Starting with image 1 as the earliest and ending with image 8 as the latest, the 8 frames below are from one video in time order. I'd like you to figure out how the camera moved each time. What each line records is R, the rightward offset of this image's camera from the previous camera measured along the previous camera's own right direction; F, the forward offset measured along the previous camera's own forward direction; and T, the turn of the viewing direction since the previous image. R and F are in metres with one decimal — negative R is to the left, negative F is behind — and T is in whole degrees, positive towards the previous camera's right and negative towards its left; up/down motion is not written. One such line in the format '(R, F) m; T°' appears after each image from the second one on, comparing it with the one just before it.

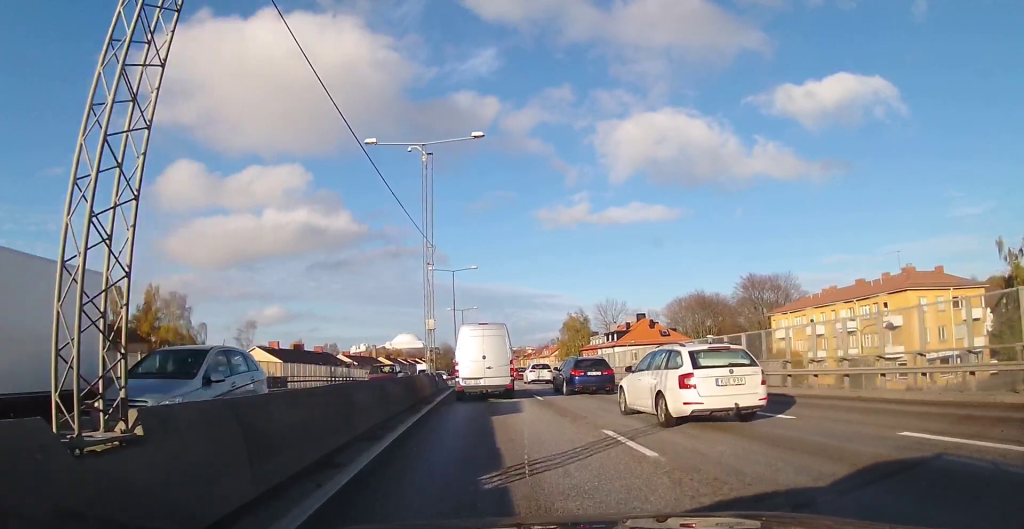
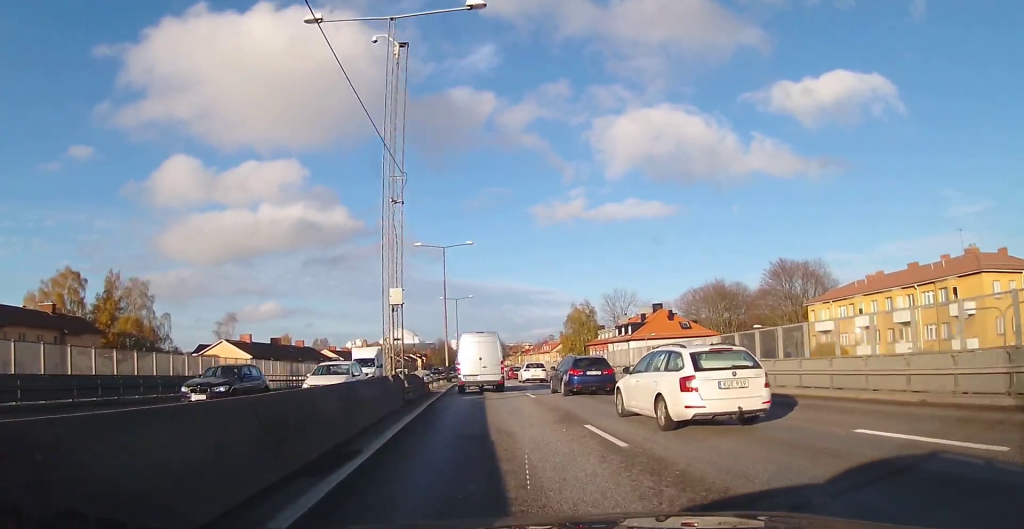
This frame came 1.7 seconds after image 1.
(-0.5, +10.9) m; -2°
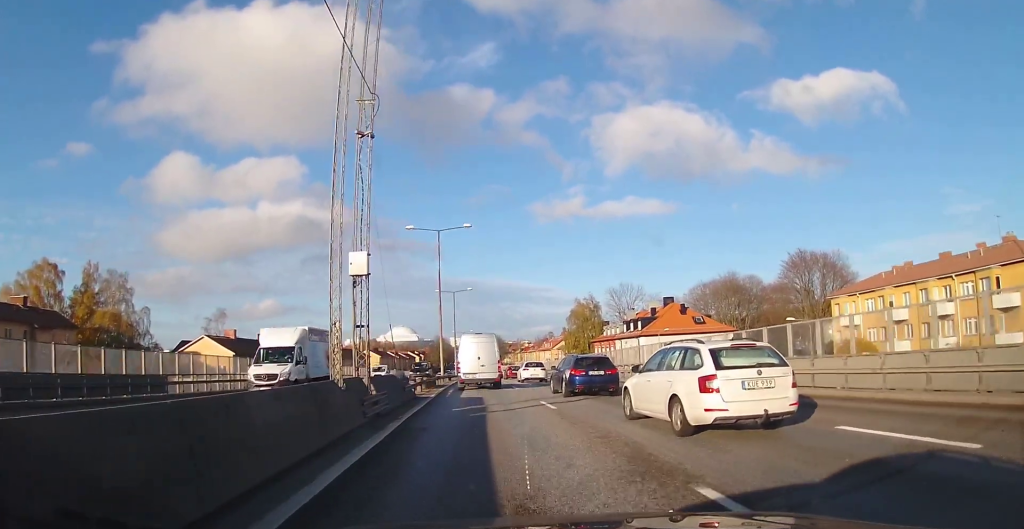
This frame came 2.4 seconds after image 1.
(+0.2, +5.6) m; +2°
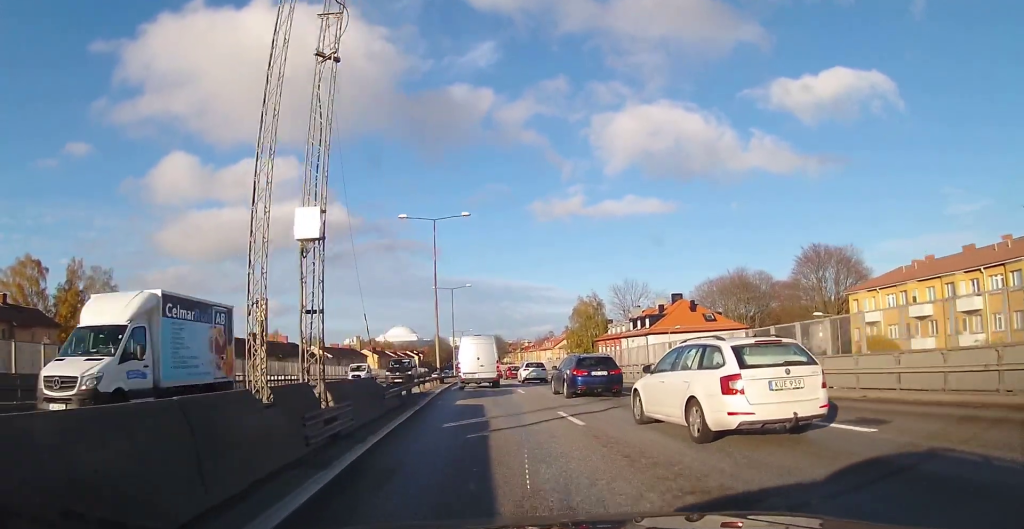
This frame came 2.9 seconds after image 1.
(0.0, +3.9) m; 0°
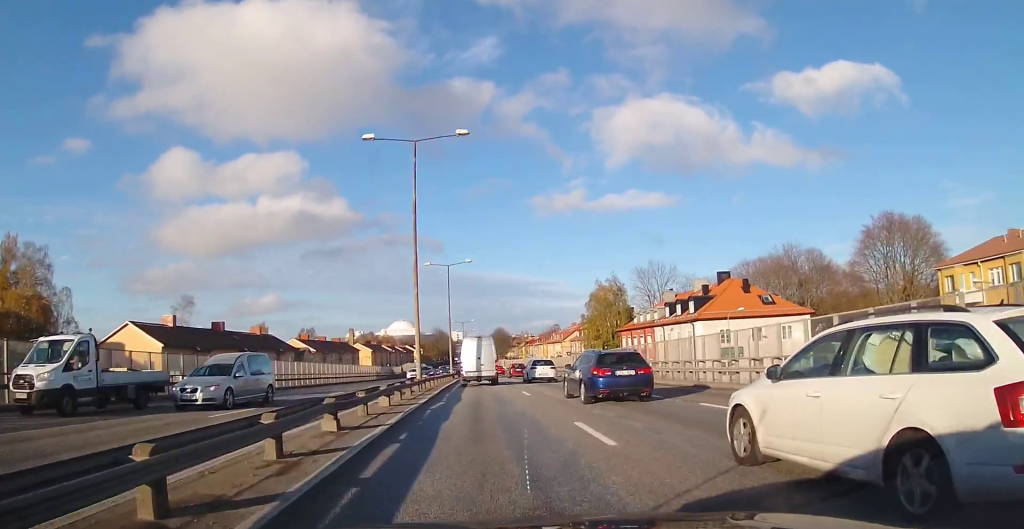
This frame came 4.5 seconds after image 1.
(-0.3, +14.8) m; -4°
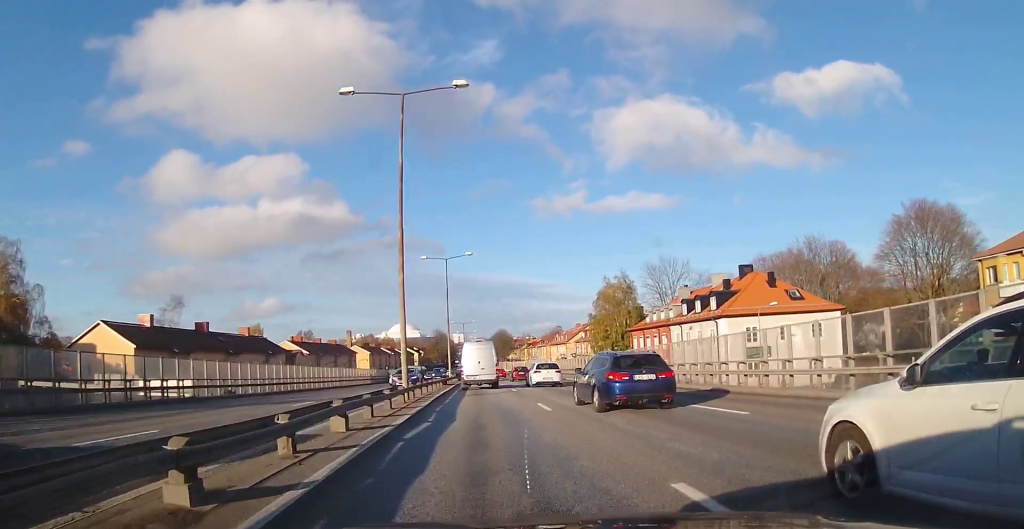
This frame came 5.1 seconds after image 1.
(-0.1, +5.4) m; +1°
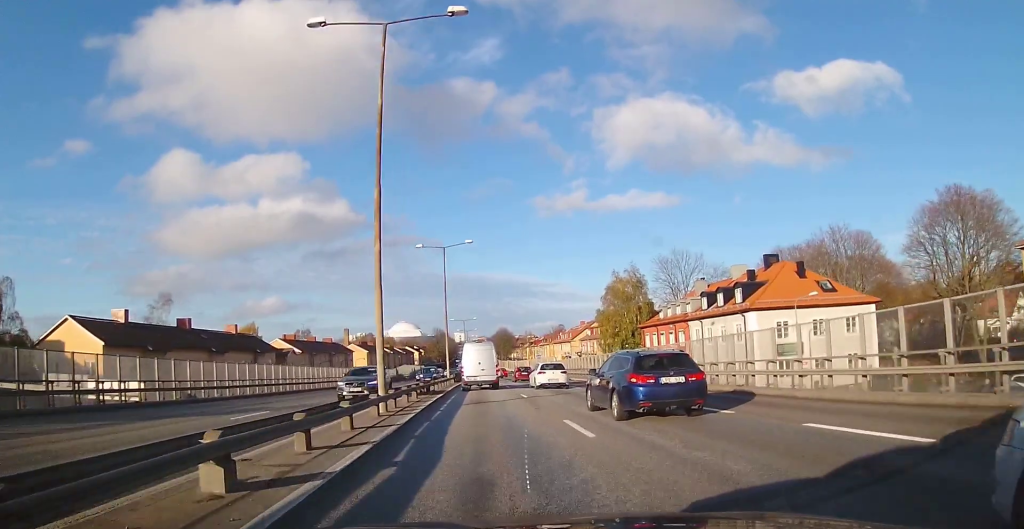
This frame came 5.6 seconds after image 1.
(-0.2, +5.1) m; +1°
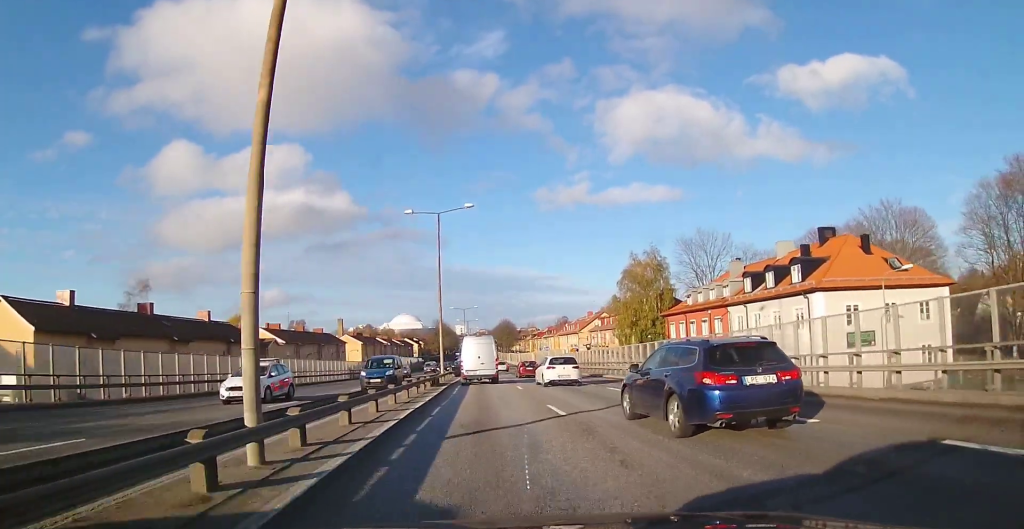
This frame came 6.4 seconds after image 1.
(+0.5, +9.1) m; +2°
